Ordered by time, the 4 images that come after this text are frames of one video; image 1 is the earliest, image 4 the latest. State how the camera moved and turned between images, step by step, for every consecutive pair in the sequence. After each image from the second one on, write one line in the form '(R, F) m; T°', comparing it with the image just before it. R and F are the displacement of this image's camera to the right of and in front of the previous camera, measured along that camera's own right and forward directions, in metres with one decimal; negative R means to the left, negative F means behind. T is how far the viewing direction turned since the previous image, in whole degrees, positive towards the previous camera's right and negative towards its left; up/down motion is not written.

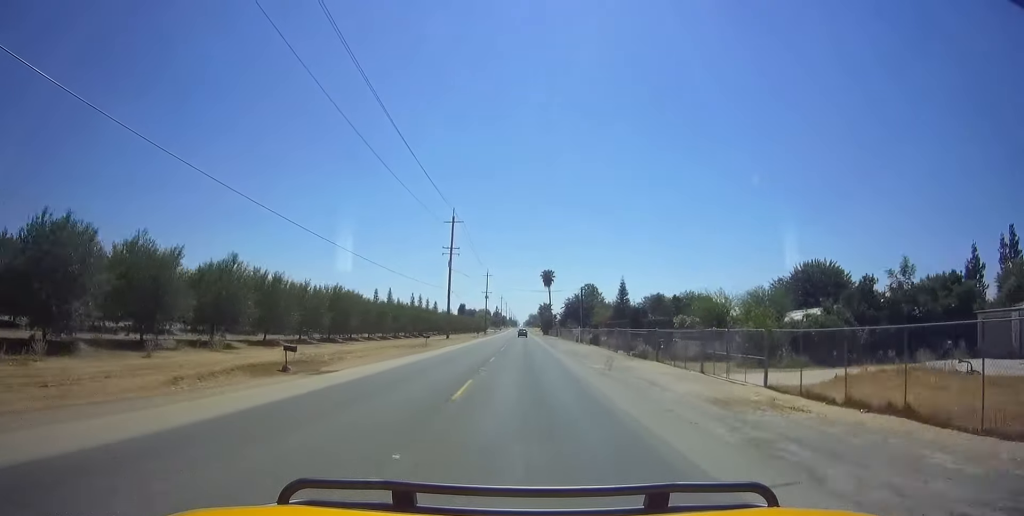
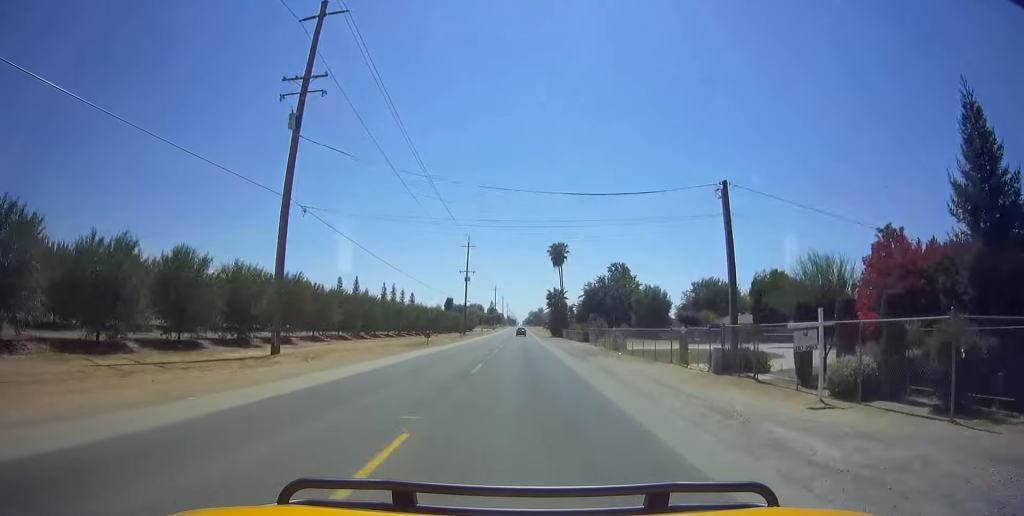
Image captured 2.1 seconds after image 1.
(0.0, +52.3) m; -1°
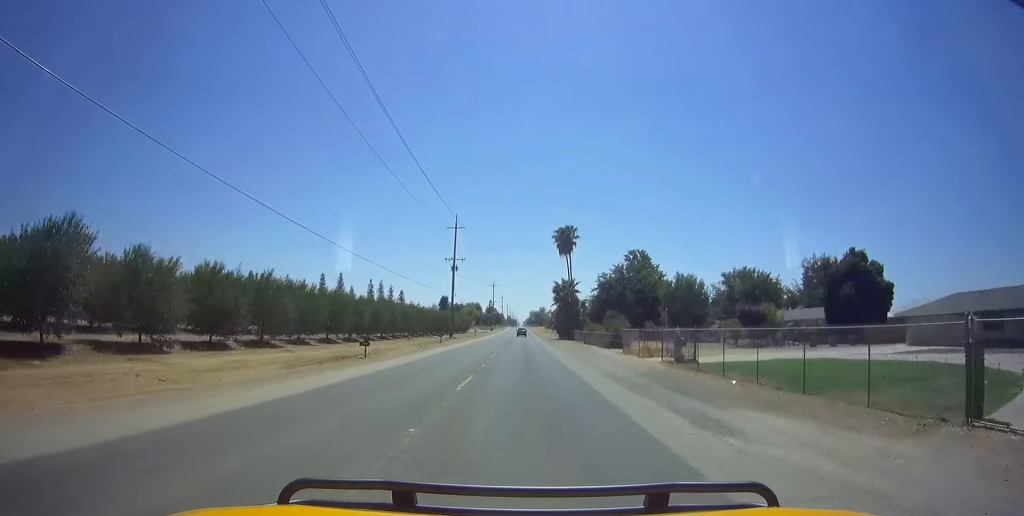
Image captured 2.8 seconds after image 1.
(-0.3, +19.5) m; 0°
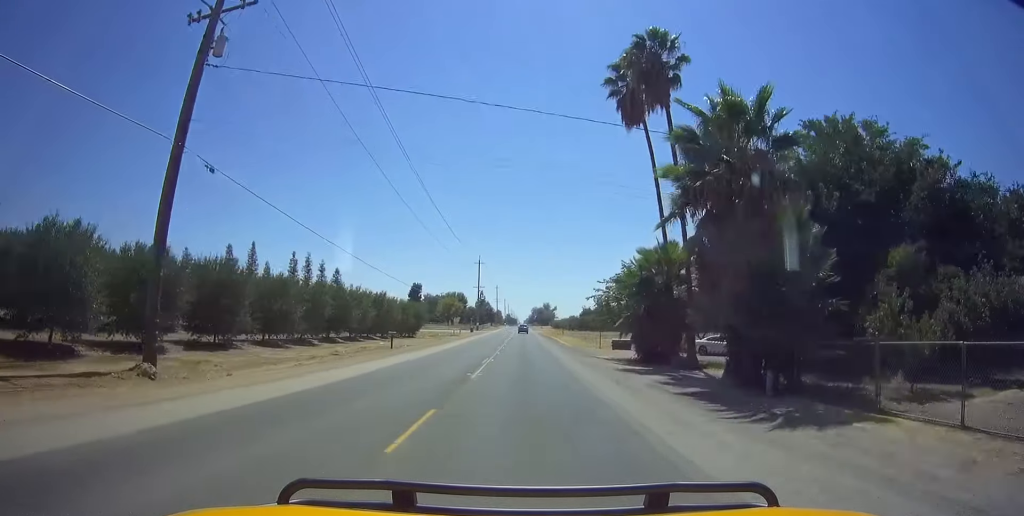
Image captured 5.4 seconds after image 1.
(+1.1, +66.3) m; +2°
